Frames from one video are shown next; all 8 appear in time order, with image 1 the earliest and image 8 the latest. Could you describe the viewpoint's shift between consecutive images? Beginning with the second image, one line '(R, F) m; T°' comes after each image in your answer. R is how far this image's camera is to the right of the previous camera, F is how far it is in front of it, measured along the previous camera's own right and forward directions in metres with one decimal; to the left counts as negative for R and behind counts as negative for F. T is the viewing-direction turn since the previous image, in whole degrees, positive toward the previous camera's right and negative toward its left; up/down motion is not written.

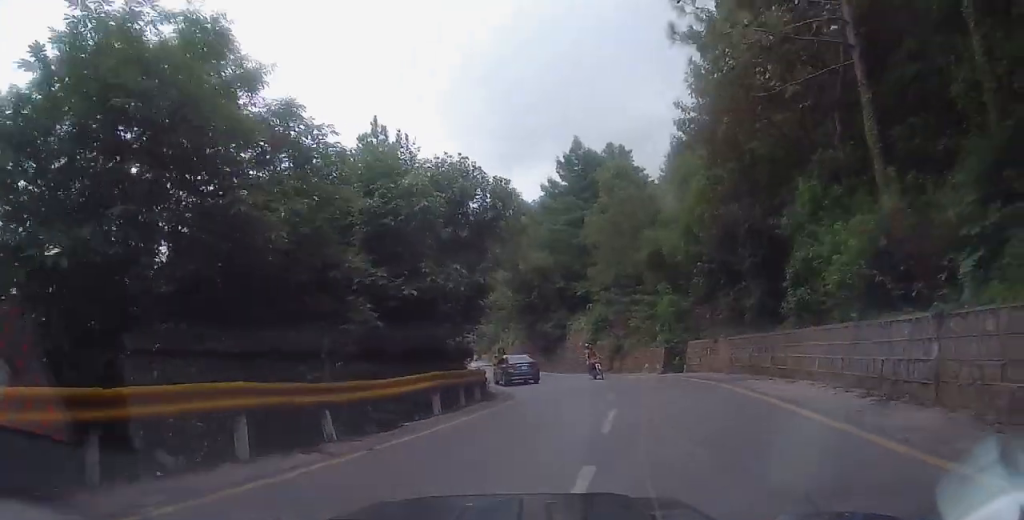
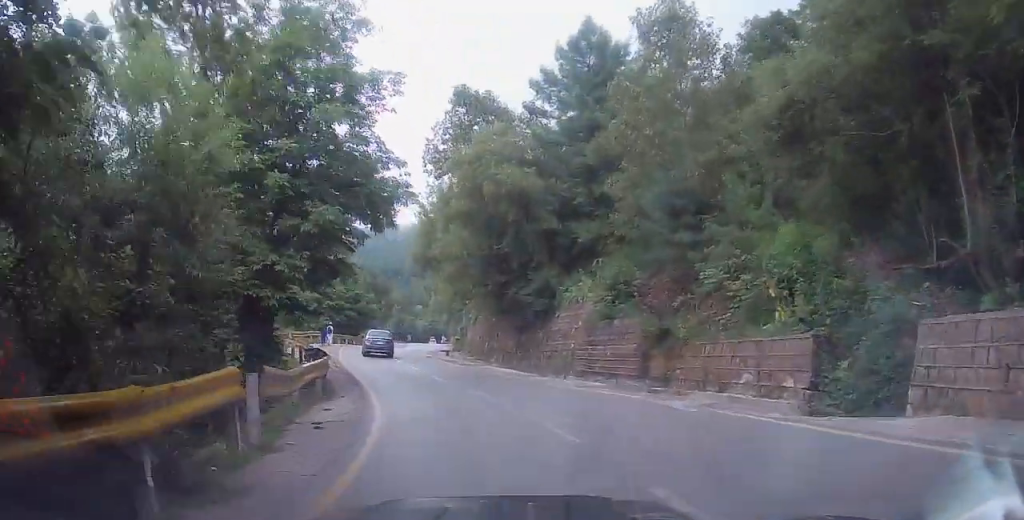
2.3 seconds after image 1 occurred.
(+0.5, +19.0) m; +1°
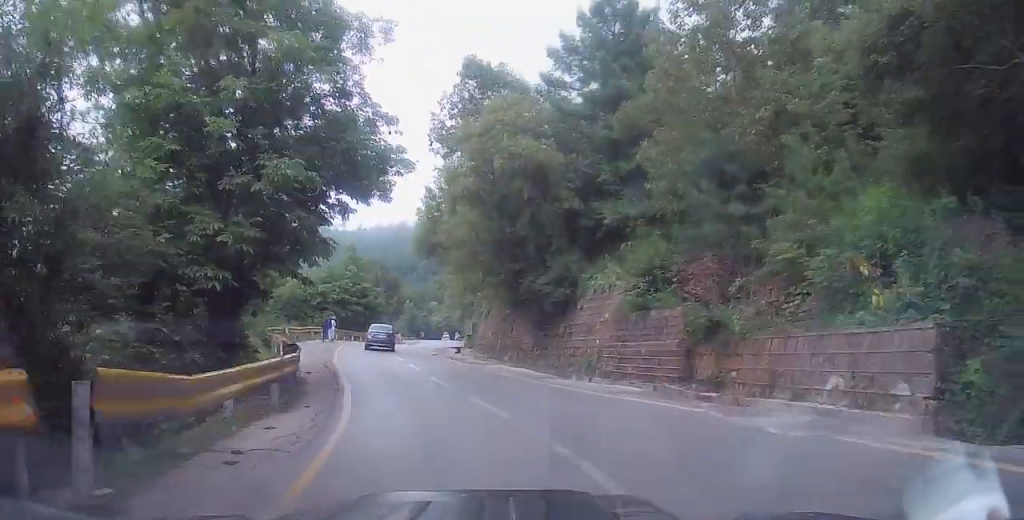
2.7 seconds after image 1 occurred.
(0.0, +3.5) m; -1°
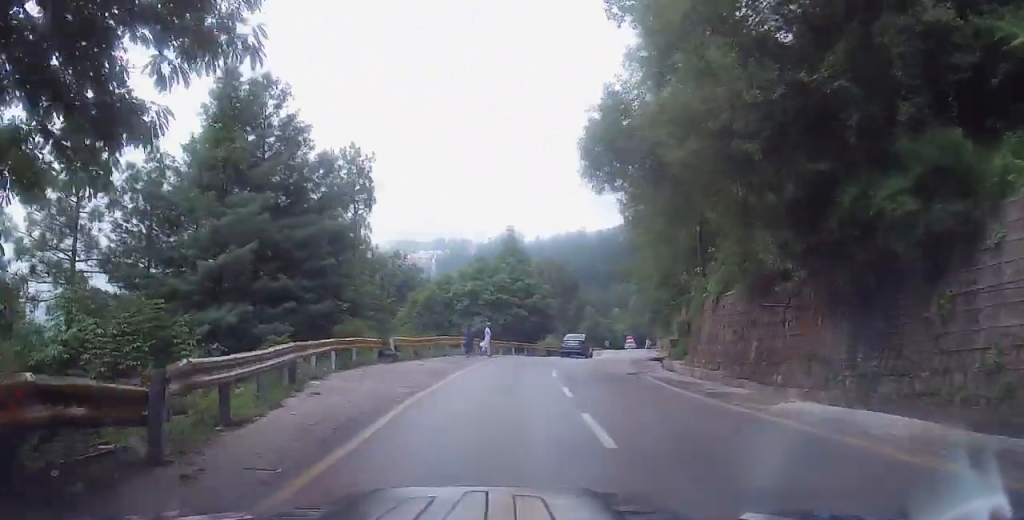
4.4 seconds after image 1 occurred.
(-1.6, +14.9) m; -15°
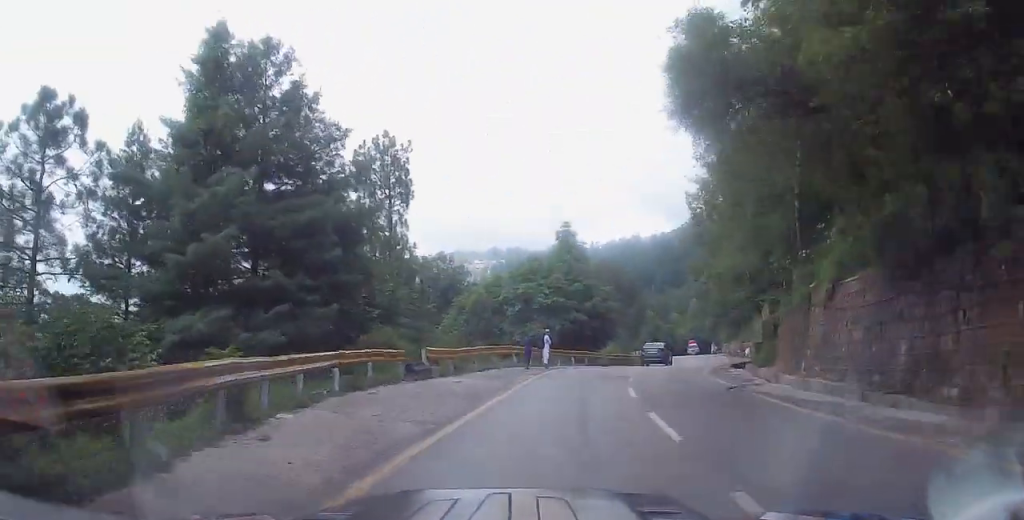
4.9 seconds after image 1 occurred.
(-0.2, +4.9) m; -3°
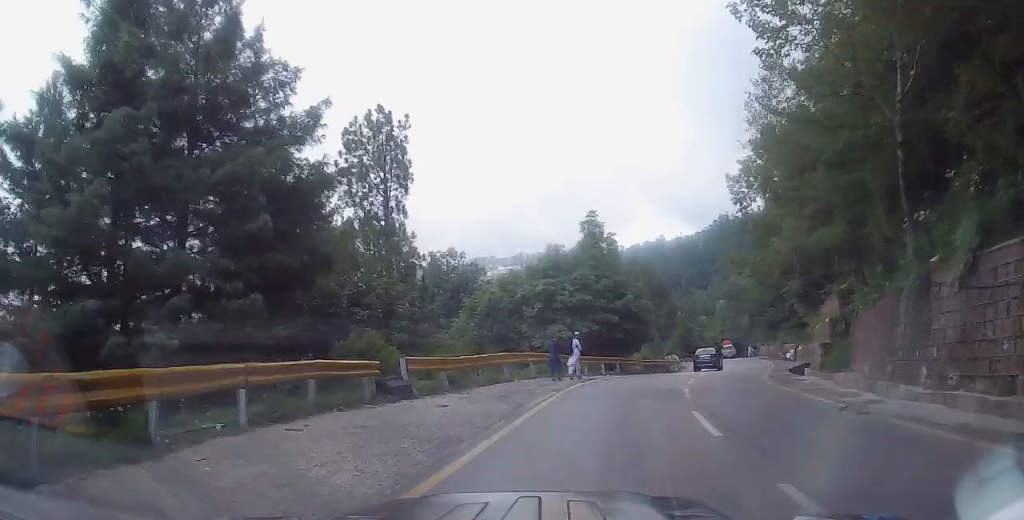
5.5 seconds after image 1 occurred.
(-0.2, +5.5) m; -2°
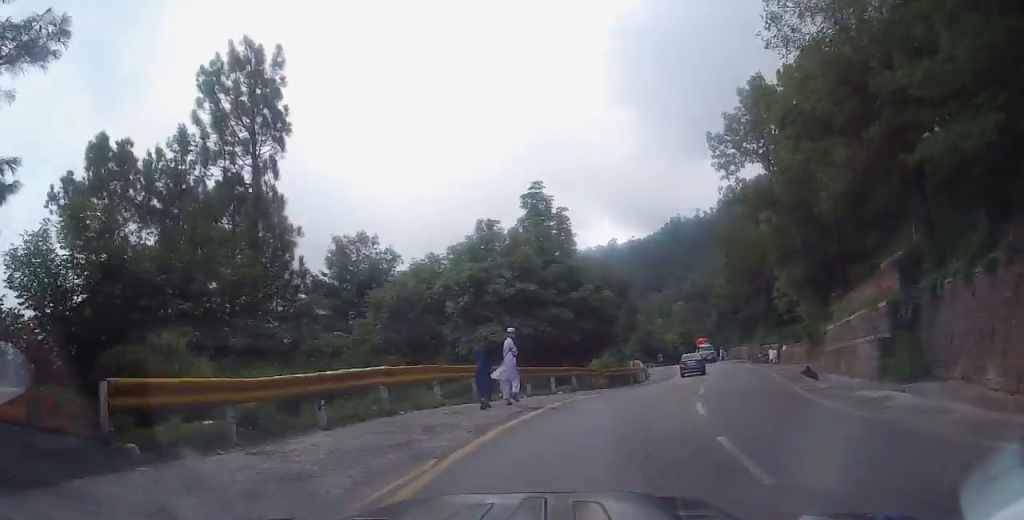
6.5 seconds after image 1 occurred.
(0.0, +9.0) m; +6°
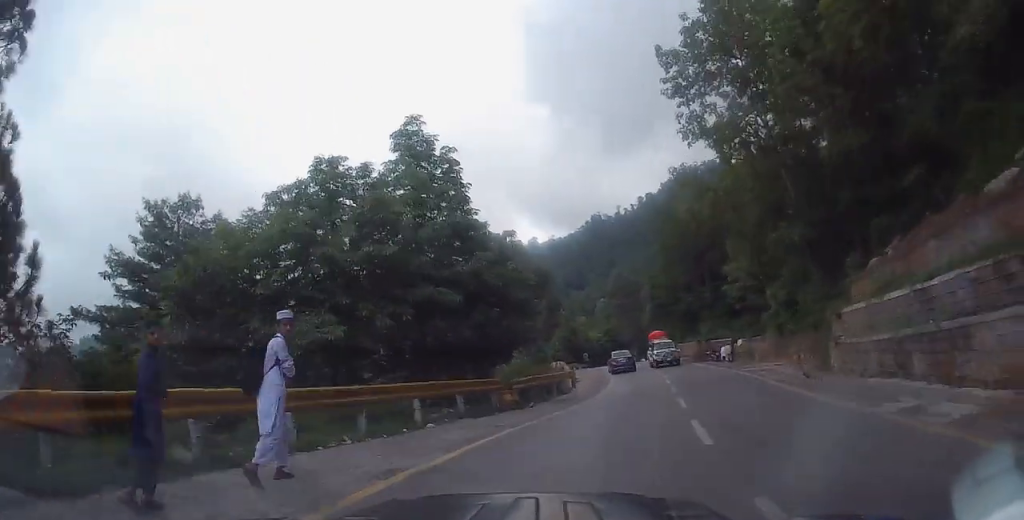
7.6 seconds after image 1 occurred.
(+1.1, +9.4) m; +7°
